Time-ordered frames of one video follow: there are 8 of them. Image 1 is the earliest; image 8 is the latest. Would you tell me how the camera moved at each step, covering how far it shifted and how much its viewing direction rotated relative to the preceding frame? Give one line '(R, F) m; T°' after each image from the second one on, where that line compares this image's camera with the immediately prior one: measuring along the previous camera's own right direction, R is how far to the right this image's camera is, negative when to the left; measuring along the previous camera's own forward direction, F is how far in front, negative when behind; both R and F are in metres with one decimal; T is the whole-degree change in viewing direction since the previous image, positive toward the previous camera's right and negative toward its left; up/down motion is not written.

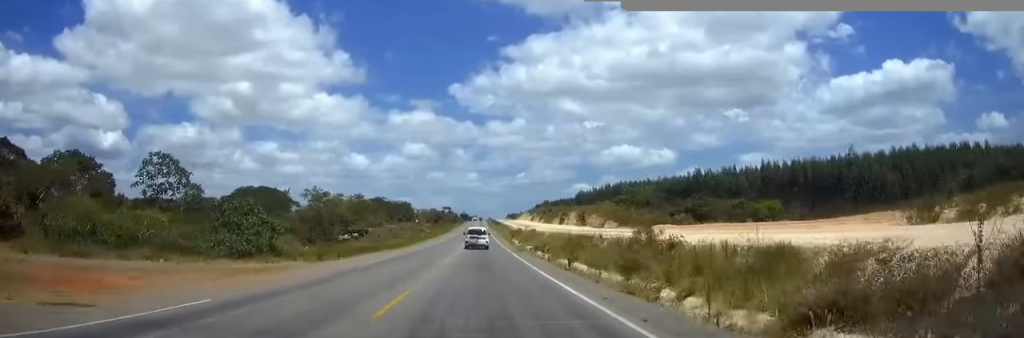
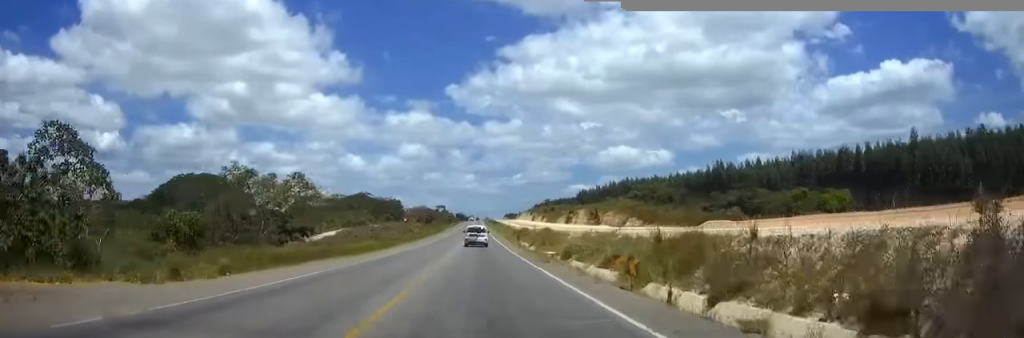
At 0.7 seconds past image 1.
(0.0, +19.4) m; 0°
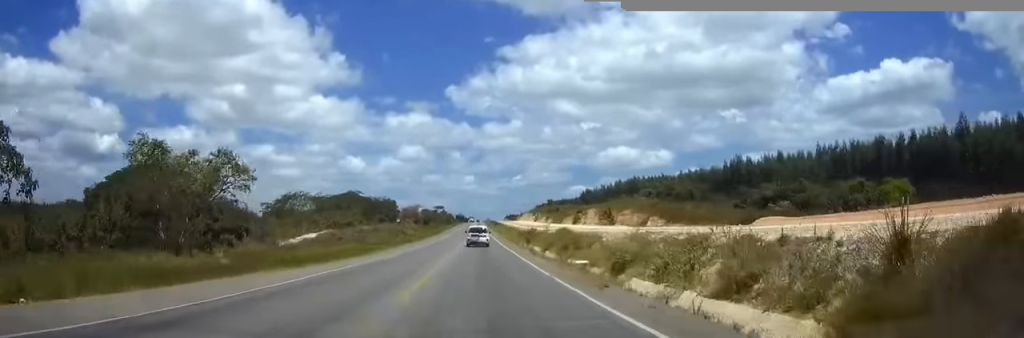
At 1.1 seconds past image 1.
(0.0, +13.6) m; 0°
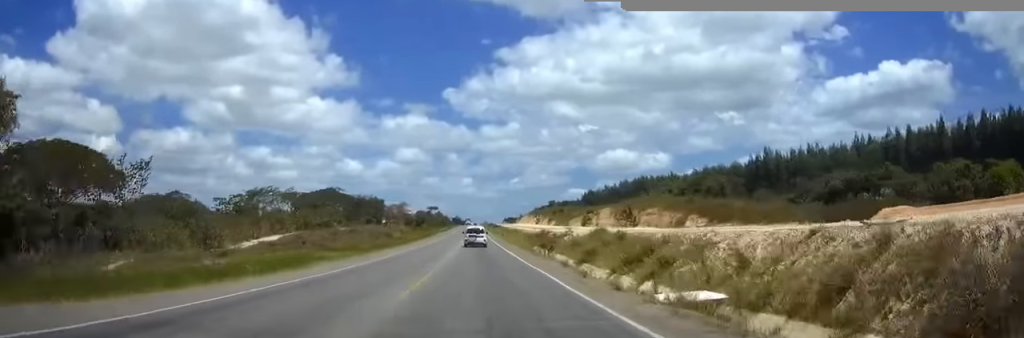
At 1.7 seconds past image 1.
(0.0, +17.6) m; 0°
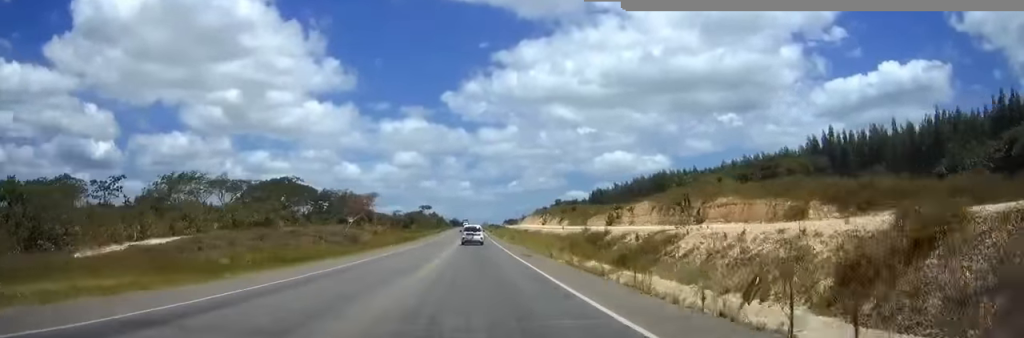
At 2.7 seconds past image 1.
(0.0, +27.5) m; 0°
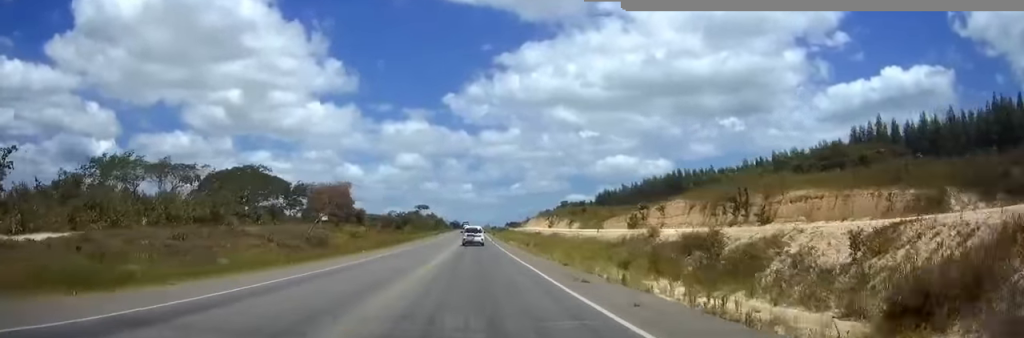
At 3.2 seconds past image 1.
(0.0, +16.8) m; 0°
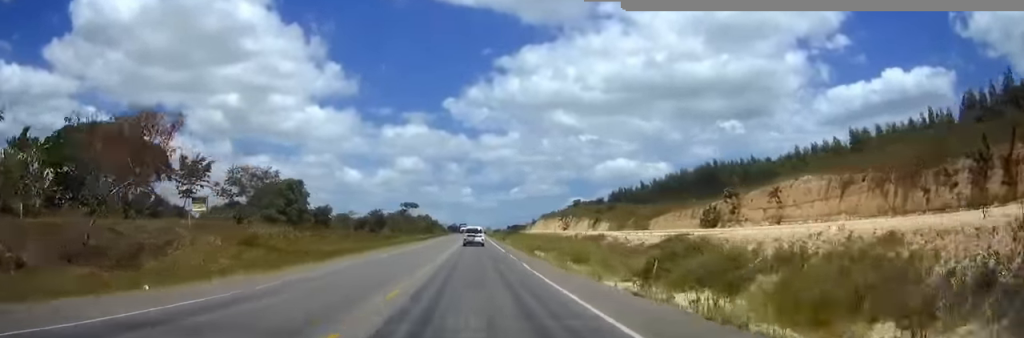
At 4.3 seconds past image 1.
(0.0, +32.9) m; 0°
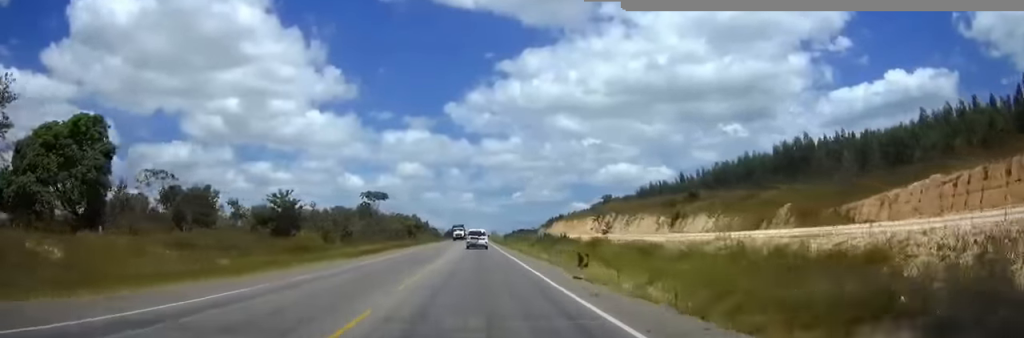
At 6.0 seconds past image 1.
(0.0, +50.8) m; 0°
